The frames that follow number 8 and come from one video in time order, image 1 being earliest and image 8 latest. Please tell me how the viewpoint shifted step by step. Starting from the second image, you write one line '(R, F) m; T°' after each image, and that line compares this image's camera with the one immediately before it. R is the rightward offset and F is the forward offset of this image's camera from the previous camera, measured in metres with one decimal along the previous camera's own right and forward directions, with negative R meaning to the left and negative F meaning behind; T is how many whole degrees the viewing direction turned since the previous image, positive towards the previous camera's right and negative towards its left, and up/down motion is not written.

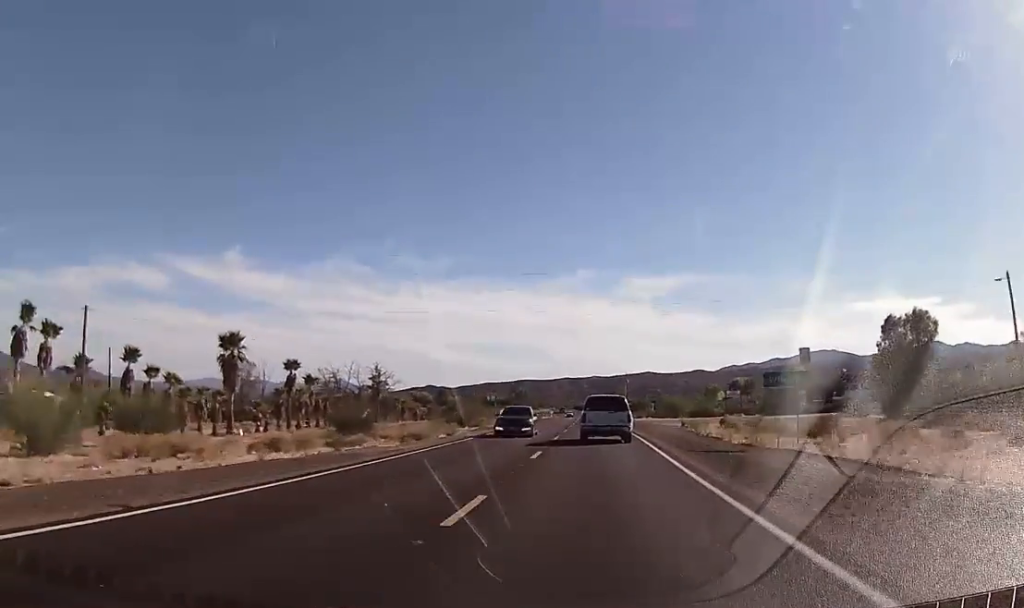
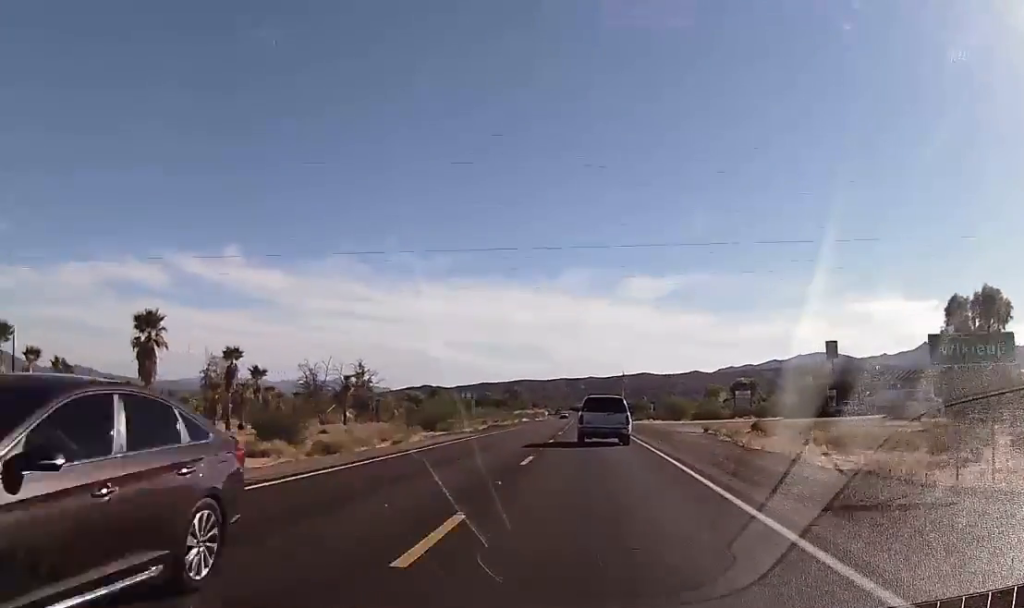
(-0.4, +14.7) m; +1°
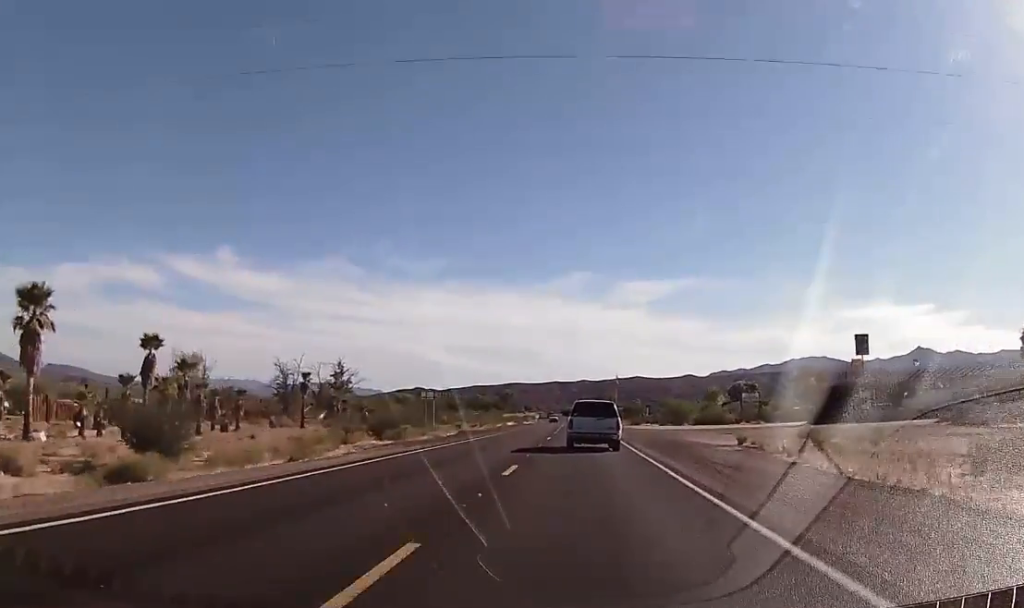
(+0.4, +13.9) m; +1°
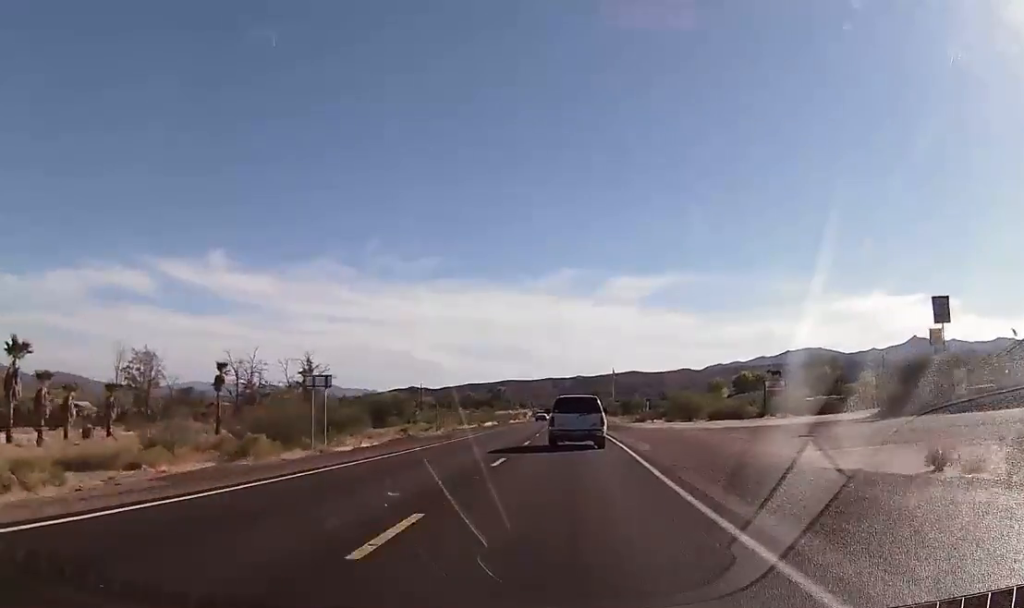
(+0.2, +21.9) m; -1°
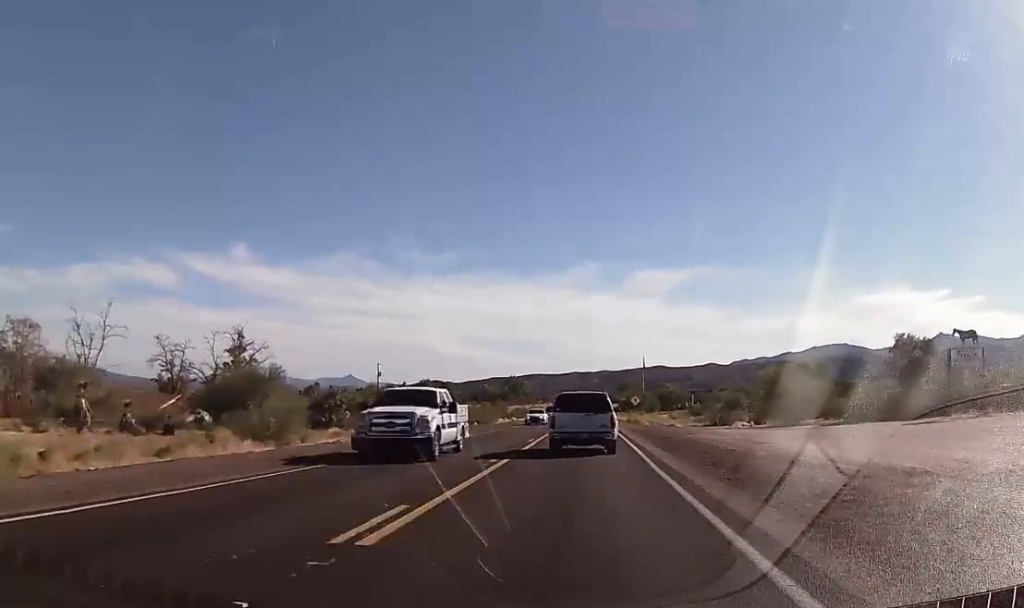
(-0.9, +55.1) m; 0°
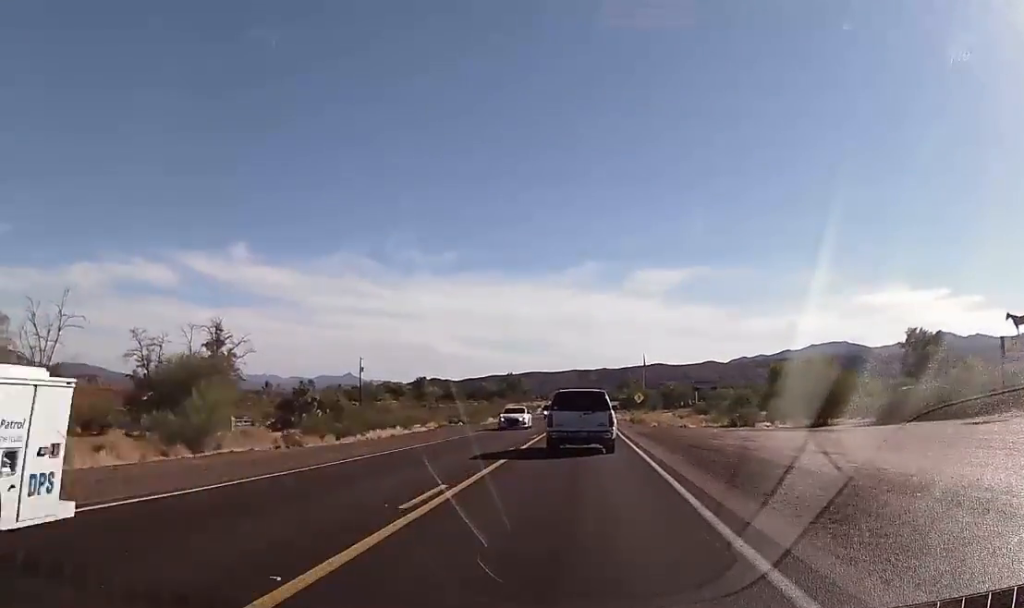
(0.0, +9.5) m; -1°
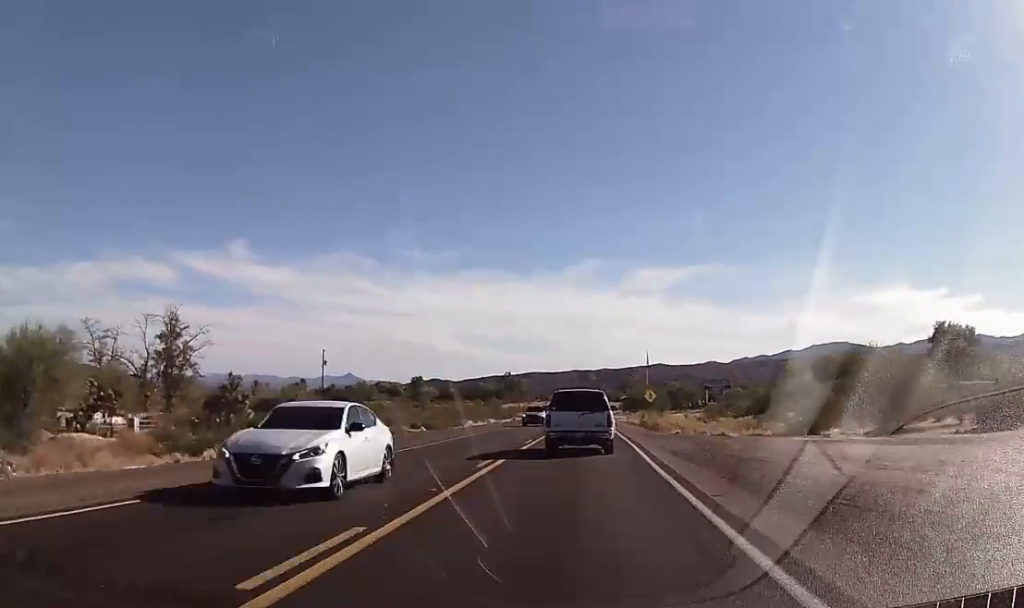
(-0.1, +18.2) m; -1°
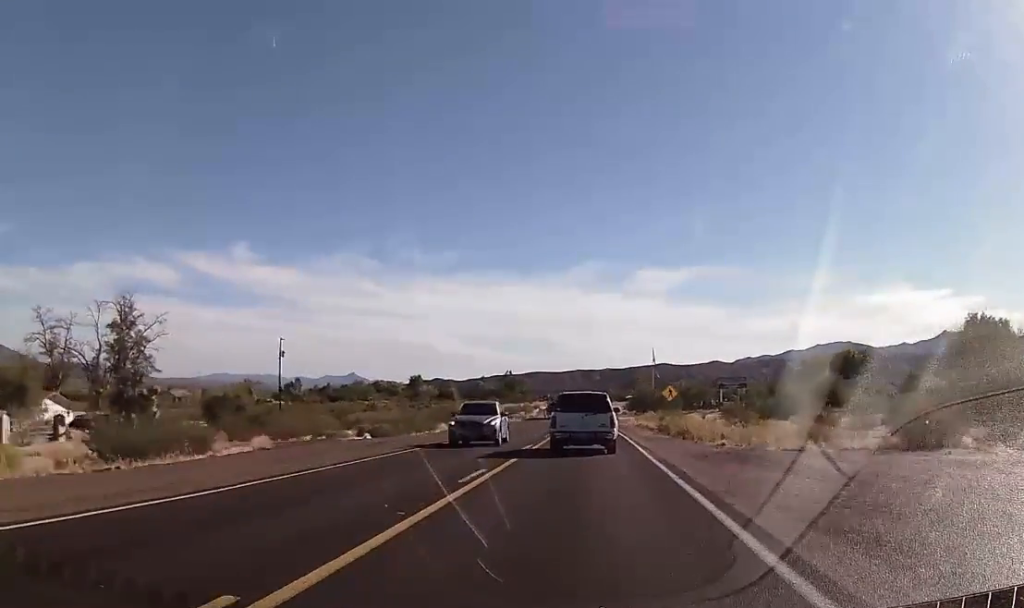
(-0.3, +17.2) m; 0°
